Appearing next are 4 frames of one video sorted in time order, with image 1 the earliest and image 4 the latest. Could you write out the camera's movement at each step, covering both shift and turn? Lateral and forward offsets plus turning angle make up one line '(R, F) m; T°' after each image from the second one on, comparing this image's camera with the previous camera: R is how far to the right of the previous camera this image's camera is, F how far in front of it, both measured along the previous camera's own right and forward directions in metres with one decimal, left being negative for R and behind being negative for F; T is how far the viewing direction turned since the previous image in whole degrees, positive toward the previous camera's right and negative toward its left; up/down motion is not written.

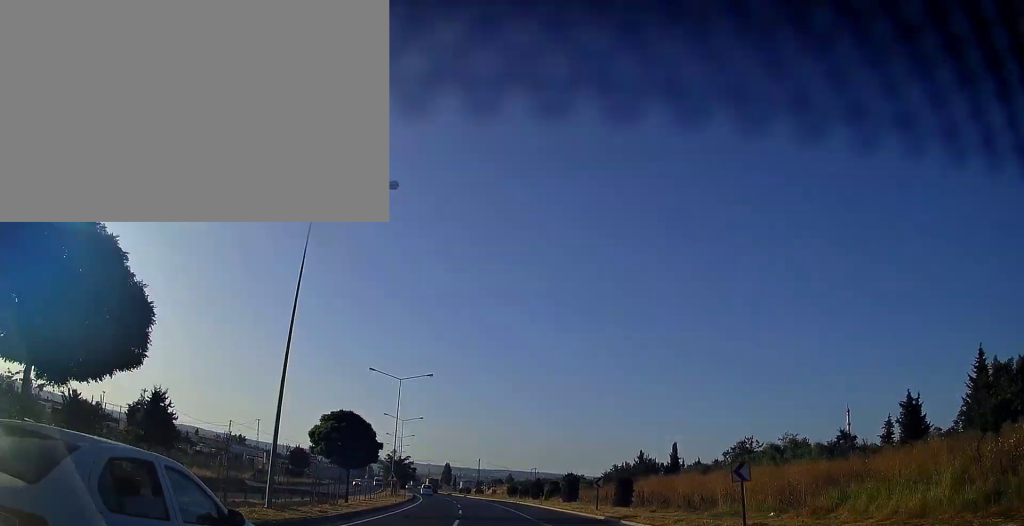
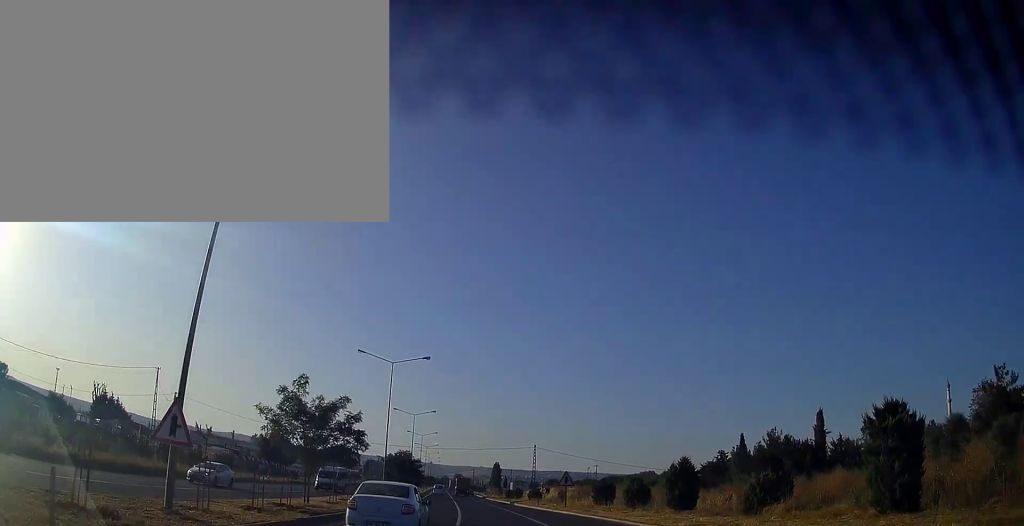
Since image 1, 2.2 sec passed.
(-2.2, +48.3) m; -5°
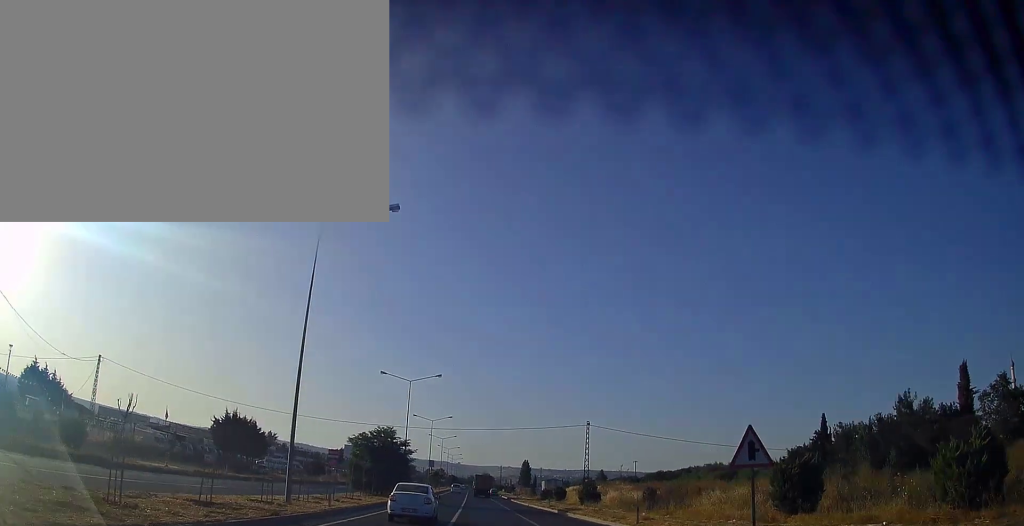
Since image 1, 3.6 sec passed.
(-0.7, +29.6) m; -2°
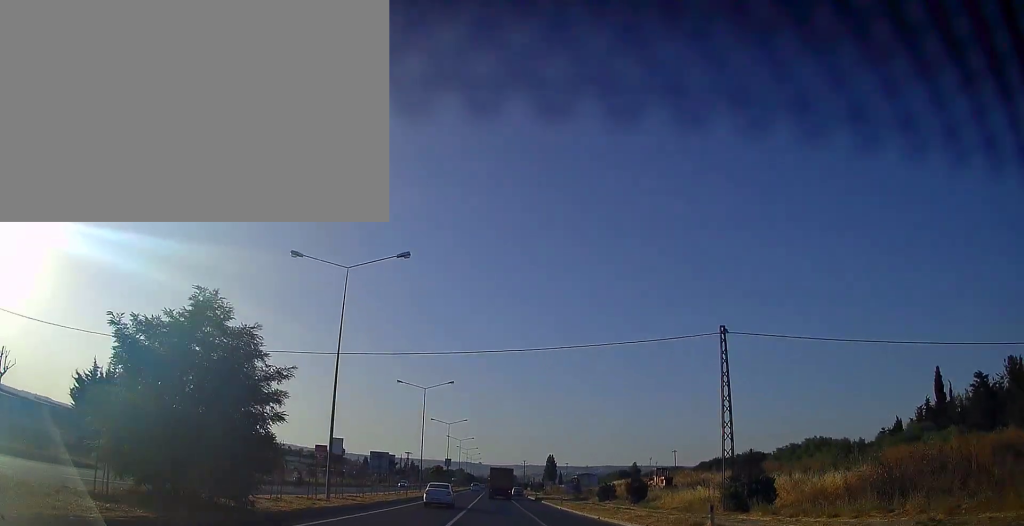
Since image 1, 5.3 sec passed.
(-0.3, +33.0) m; -1°
